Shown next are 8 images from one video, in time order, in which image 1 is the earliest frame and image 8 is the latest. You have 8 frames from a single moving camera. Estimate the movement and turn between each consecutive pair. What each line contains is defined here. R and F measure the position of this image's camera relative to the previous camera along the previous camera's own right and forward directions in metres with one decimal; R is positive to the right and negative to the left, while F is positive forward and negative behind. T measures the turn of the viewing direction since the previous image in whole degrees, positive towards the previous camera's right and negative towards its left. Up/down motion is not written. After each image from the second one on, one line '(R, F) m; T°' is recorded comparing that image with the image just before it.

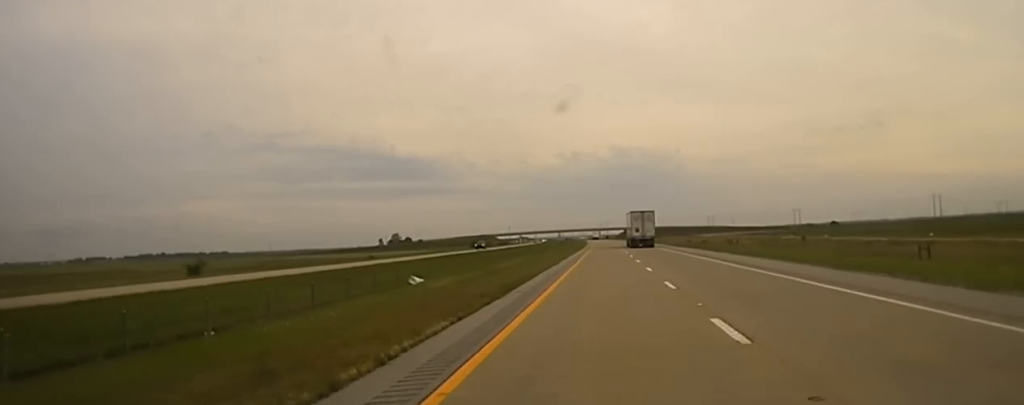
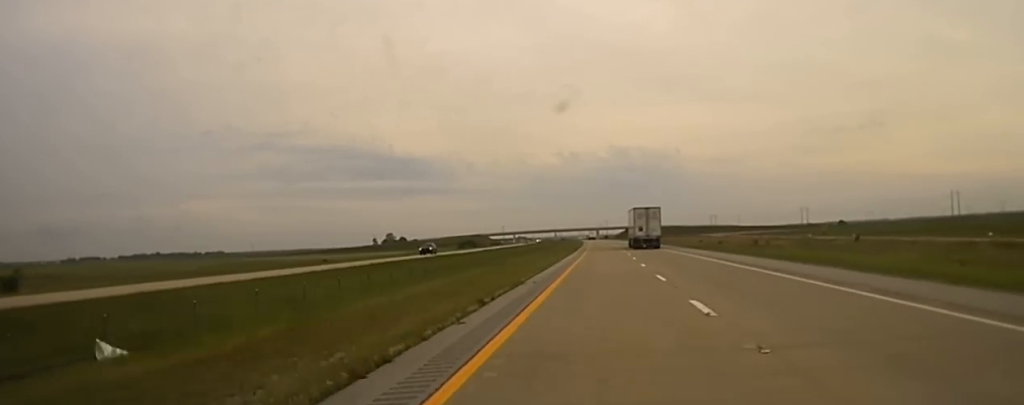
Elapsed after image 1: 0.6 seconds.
(0.0, +32.1) m; 0°
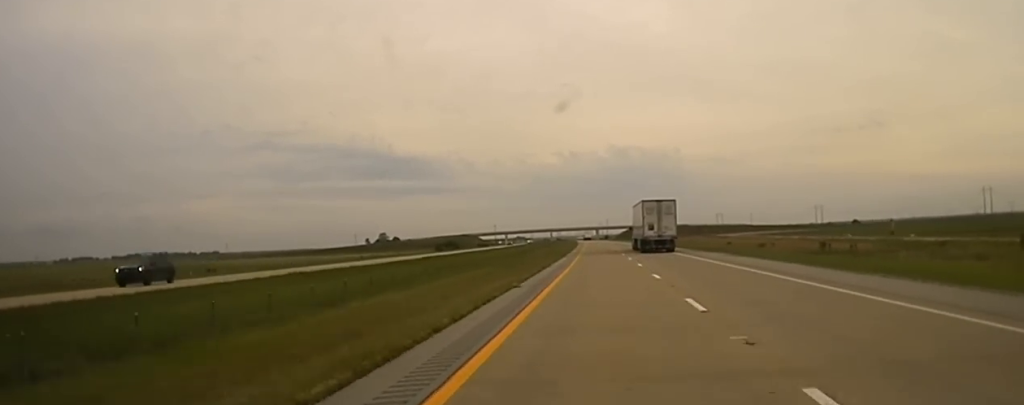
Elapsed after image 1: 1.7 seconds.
(-0.3, +54.7) m; 0°
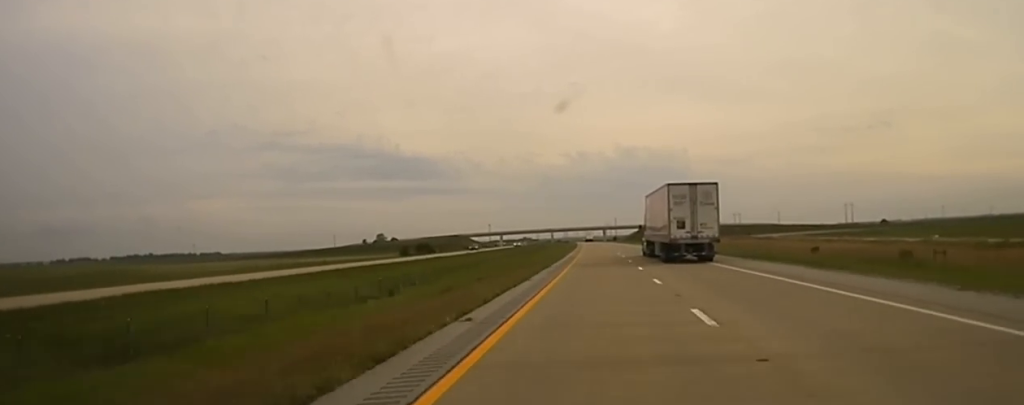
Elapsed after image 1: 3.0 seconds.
(-0.1, +66.6) m; 0°
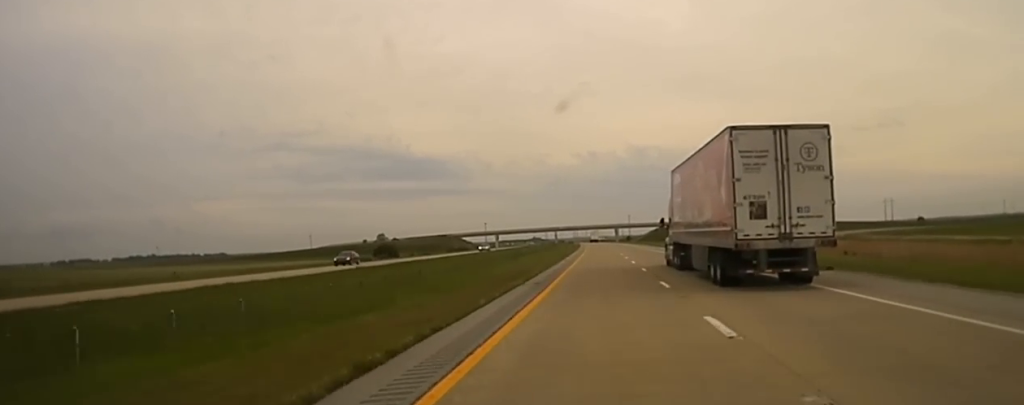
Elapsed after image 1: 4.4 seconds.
(0.0, +56.1) m; 0°
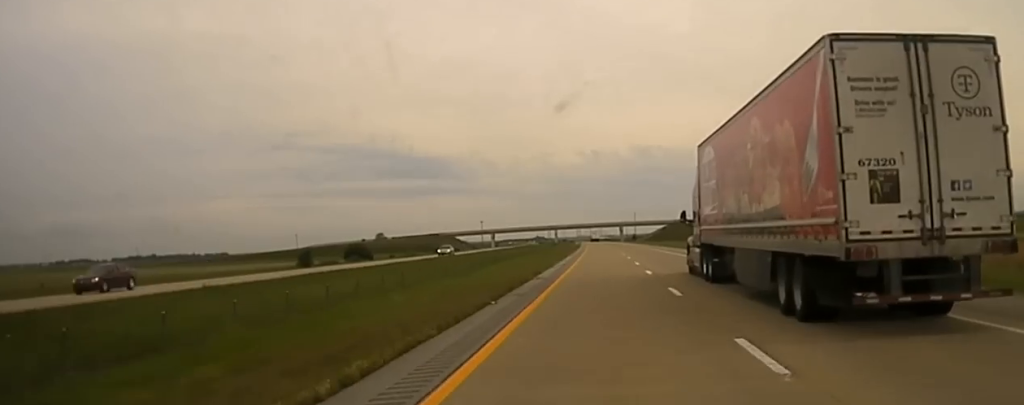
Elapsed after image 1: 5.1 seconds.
(-0.1, +26.0) m; 0°
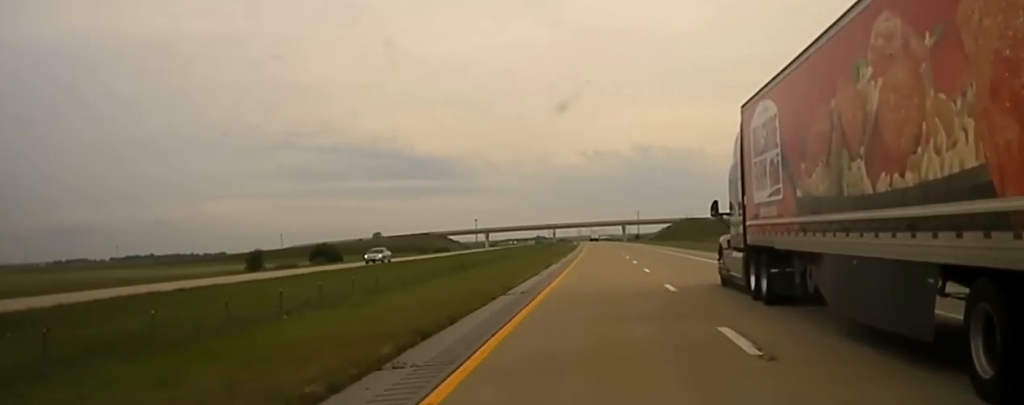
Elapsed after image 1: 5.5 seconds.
(-0.1, +14.0) m; 0°
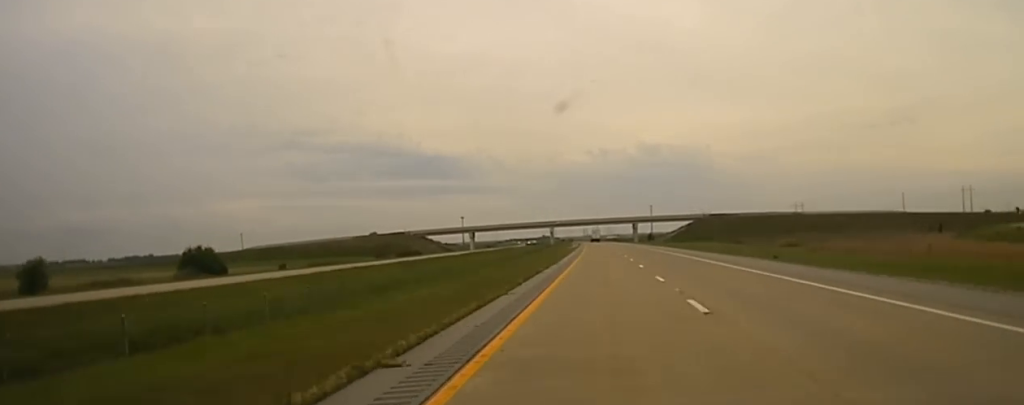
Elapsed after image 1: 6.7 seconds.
(-0.3, +46.4) m; 0°
